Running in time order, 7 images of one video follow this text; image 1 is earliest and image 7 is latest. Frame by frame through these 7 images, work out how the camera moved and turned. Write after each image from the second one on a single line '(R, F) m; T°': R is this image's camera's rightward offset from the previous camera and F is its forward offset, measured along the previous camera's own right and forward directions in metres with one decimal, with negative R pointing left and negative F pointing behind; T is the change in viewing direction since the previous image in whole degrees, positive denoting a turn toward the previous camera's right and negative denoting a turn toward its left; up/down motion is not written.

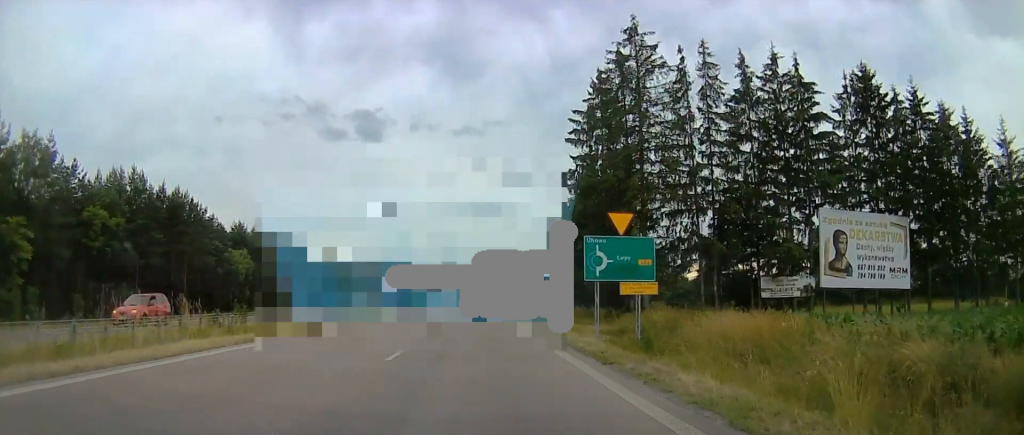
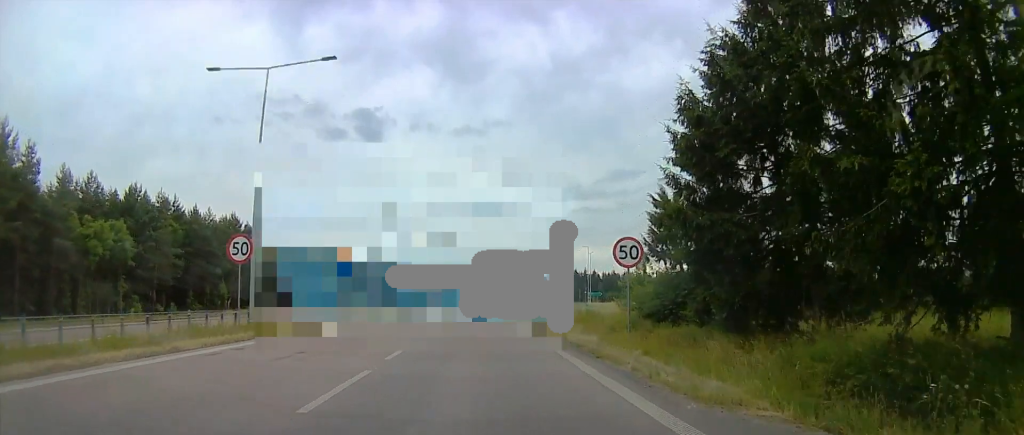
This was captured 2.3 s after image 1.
(-3.6, +35.7) m; -1°
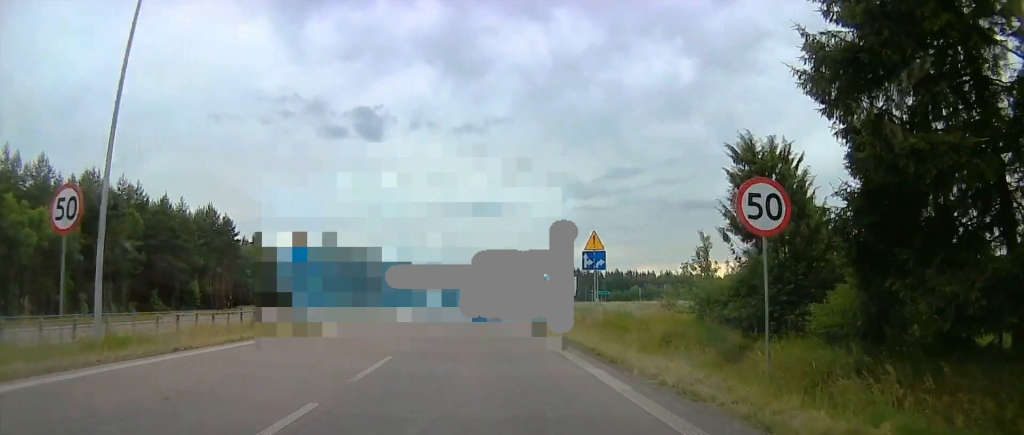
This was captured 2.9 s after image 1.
(-0.3, +10.7) m; -1°
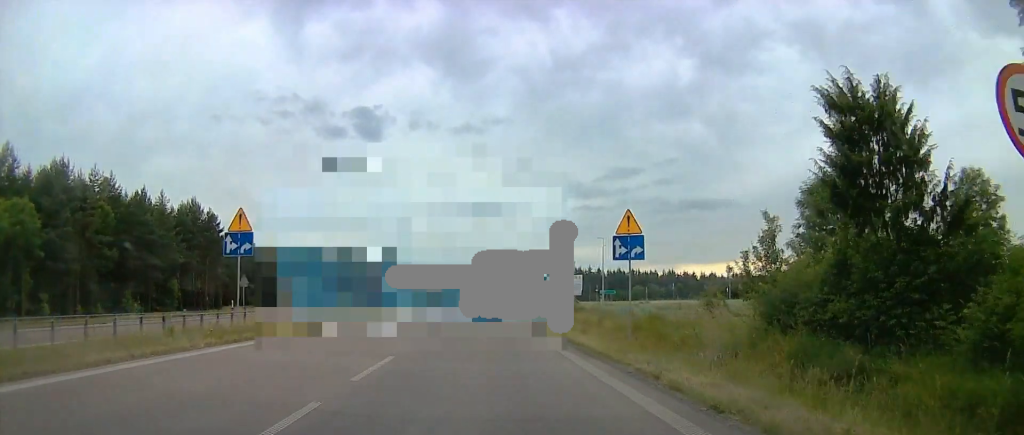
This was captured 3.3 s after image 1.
(-0.2, +6.7) m; -2°
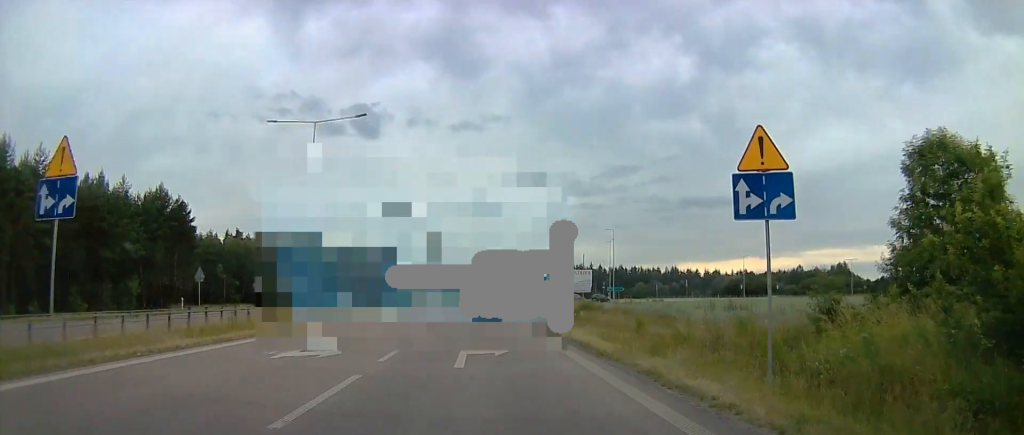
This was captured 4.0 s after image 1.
(-0.1, +9.6) m; -1°
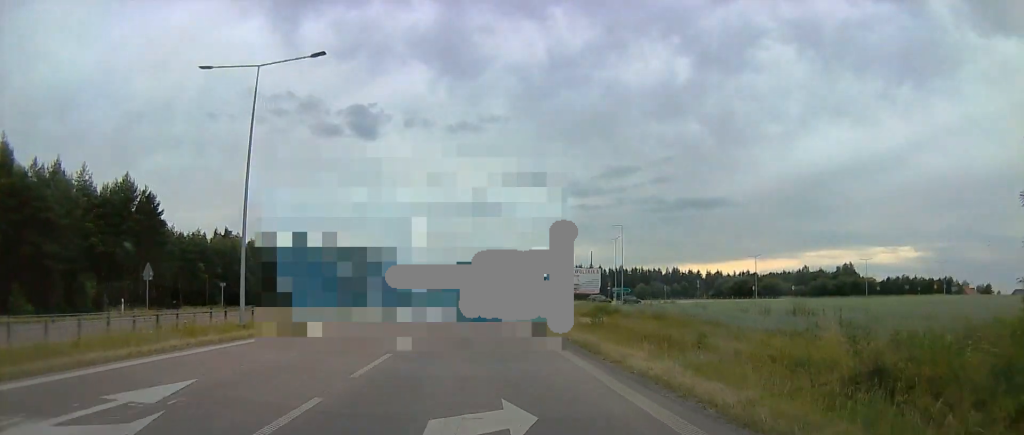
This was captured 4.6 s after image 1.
(0.0, +8.1) m; 0°
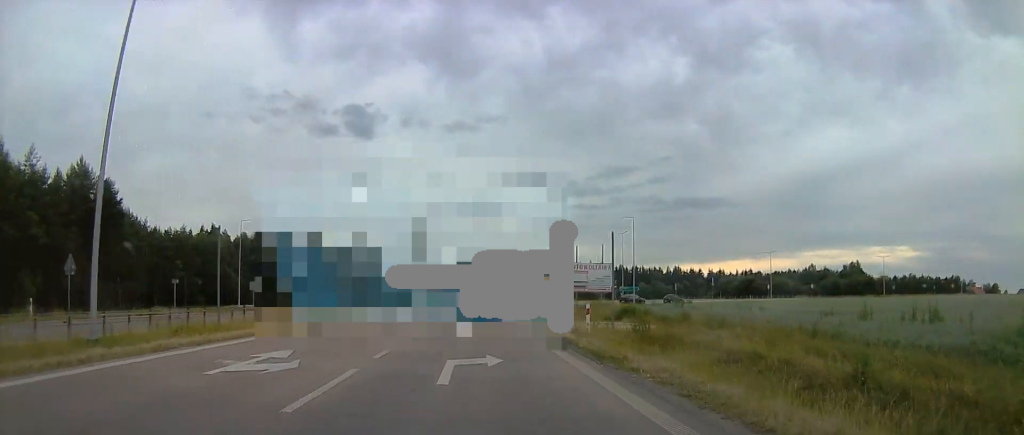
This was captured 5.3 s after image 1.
(0.0, +8.7) m; 0°
